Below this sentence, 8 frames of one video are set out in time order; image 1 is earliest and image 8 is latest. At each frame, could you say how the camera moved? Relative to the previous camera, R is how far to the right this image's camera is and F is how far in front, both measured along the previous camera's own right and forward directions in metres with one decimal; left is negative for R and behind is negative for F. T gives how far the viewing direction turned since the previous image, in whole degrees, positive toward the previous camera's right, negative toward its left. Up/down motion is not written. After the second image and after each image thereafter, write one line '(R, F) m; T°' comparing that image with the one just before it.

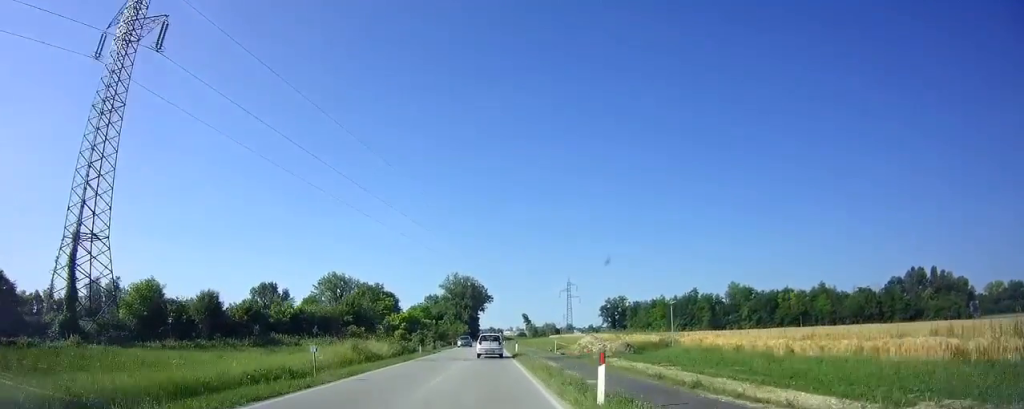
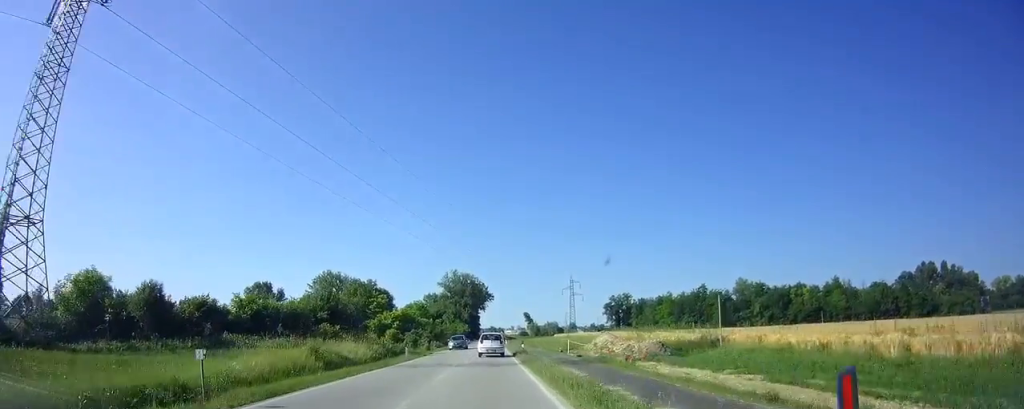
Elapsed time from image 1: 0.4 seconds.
(0.0, +6.6) m; 0°
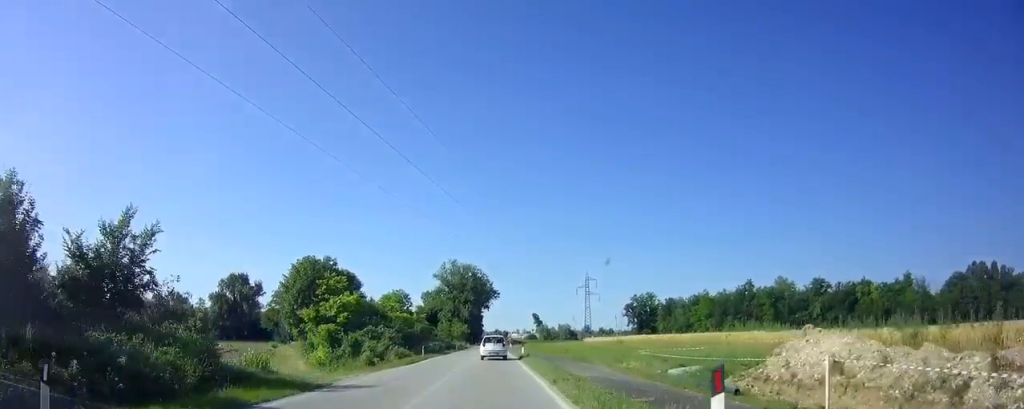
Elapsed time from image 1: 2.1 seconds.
(-0.1, +27.5) m; 0°
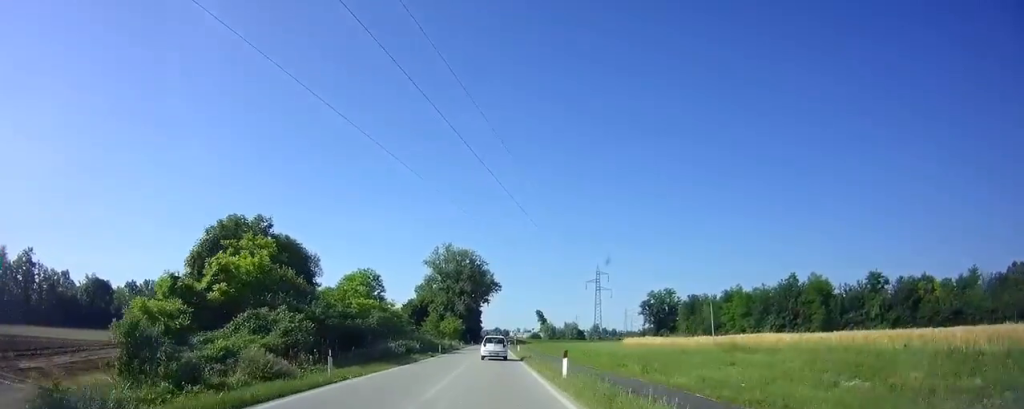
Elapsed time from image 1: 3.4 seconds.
(+0.1, +21.4) m; 0°
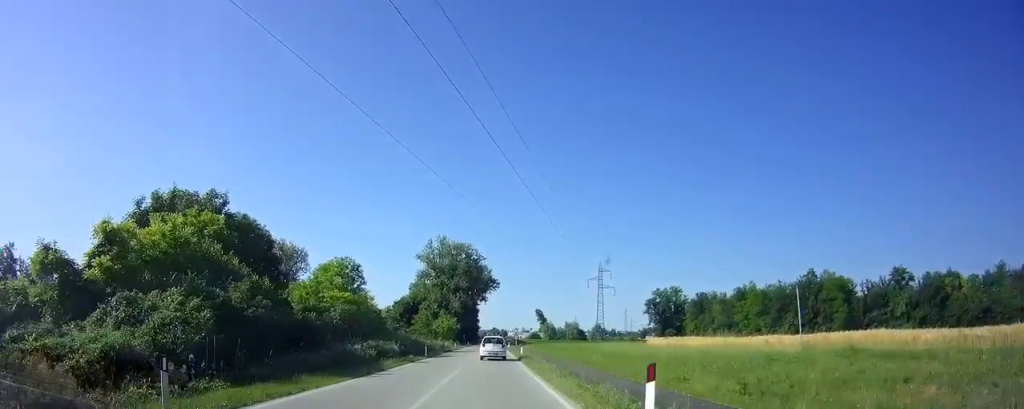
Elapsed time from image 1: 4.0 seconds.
(0.0, +8.6) m; 0°
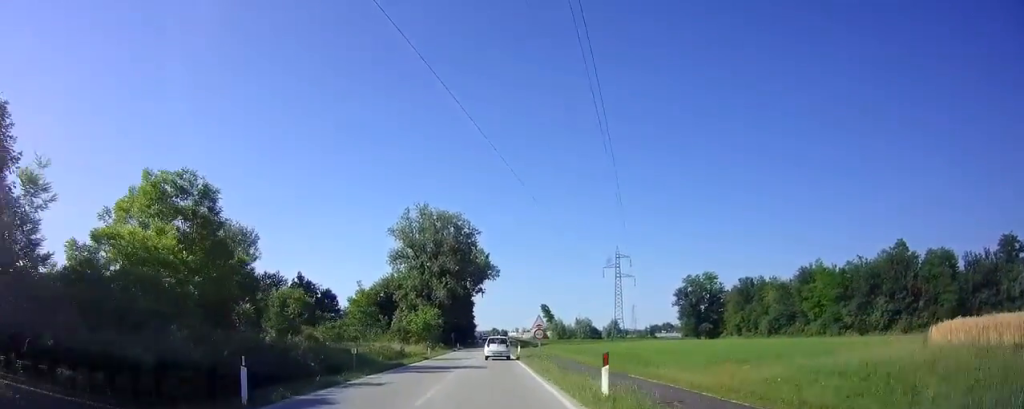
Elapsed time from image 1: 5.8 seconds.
(-0.1, +30.1) m; 0°
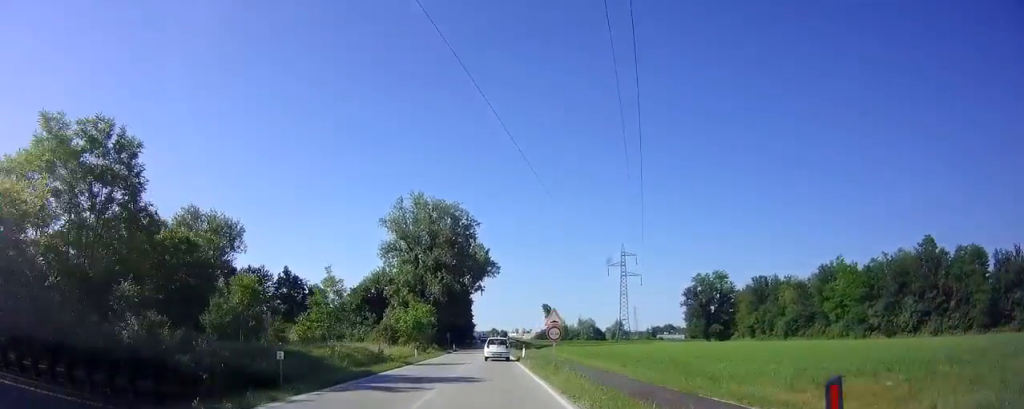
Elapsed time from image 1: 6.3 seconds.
(0.0, +6.9) m; 0°
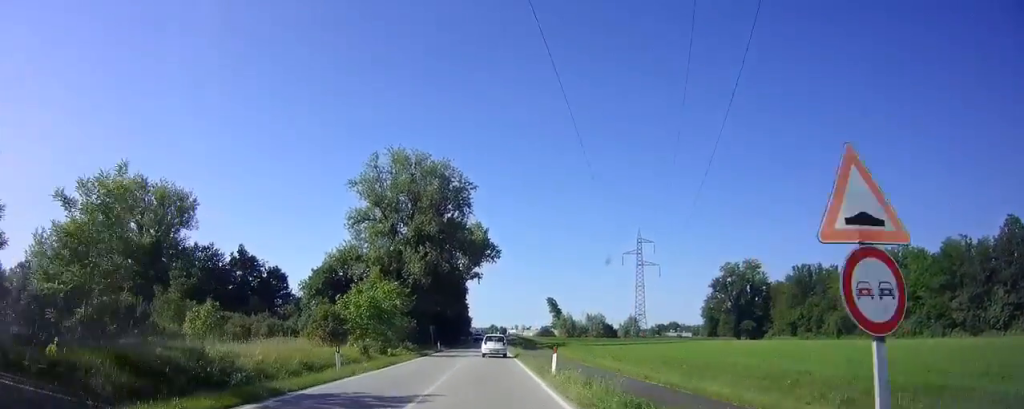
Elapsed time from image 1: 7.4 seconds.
(0.0, +18.5) m; 0°
